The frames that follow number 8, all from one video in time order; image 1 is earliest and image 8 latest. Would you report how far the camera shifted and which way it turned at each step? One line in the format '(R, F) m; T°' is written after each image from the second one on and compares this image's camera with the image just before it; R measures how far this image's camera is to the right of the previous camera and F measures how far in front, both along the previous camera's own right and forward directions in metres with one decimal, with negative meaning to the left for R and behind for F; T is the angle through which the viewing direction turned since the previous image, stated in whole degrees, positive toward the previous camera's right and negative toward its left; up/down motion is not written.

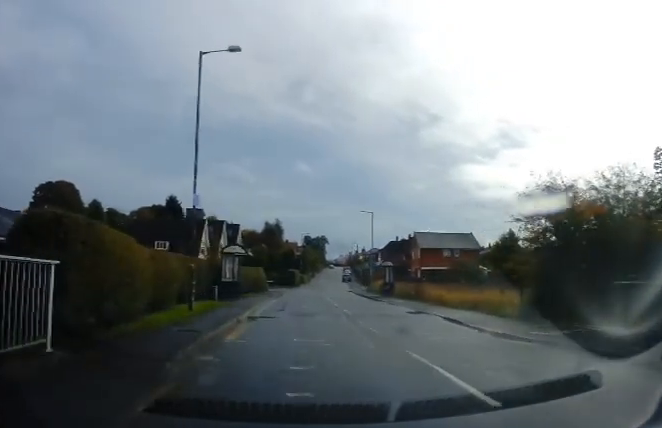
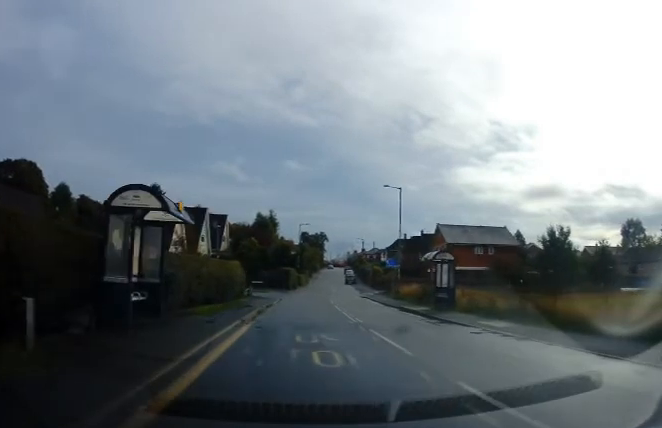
(+0.6, +13.7) m; +1°
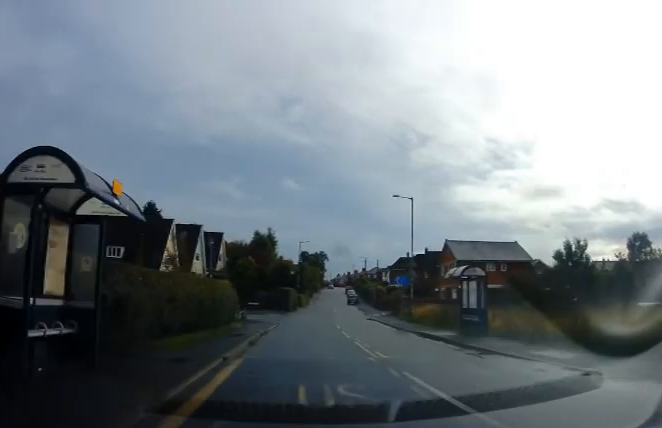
(0.0, +3.6) m; -1°
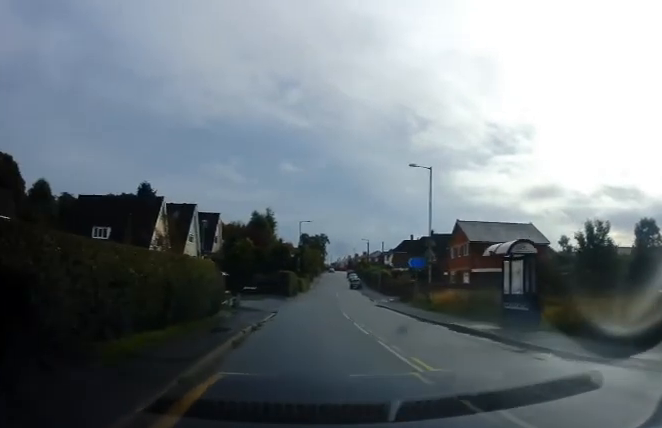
(-0.2, +4.1) m; 0°
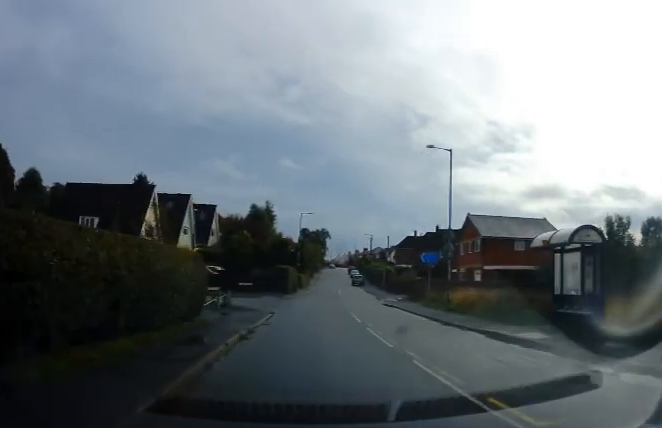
(0.0, +3.3) m; 0°
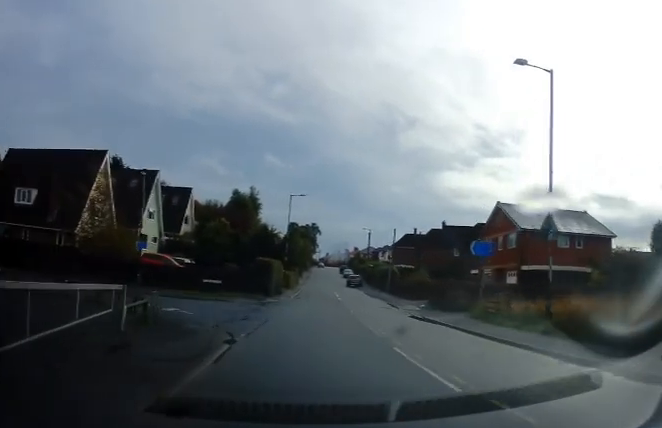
(+0.3, +10.3) m; +3°
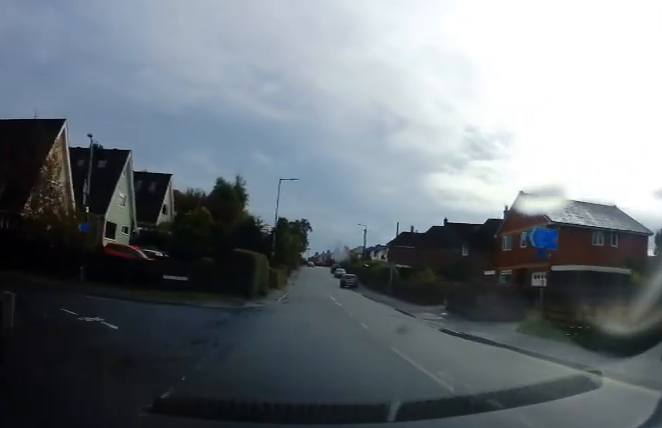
(+0.1, +6.1) m; +2°
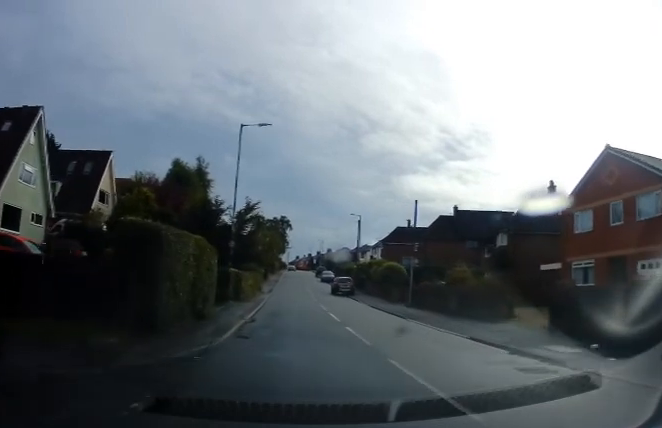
(0.0, +13.3) m; -1°
